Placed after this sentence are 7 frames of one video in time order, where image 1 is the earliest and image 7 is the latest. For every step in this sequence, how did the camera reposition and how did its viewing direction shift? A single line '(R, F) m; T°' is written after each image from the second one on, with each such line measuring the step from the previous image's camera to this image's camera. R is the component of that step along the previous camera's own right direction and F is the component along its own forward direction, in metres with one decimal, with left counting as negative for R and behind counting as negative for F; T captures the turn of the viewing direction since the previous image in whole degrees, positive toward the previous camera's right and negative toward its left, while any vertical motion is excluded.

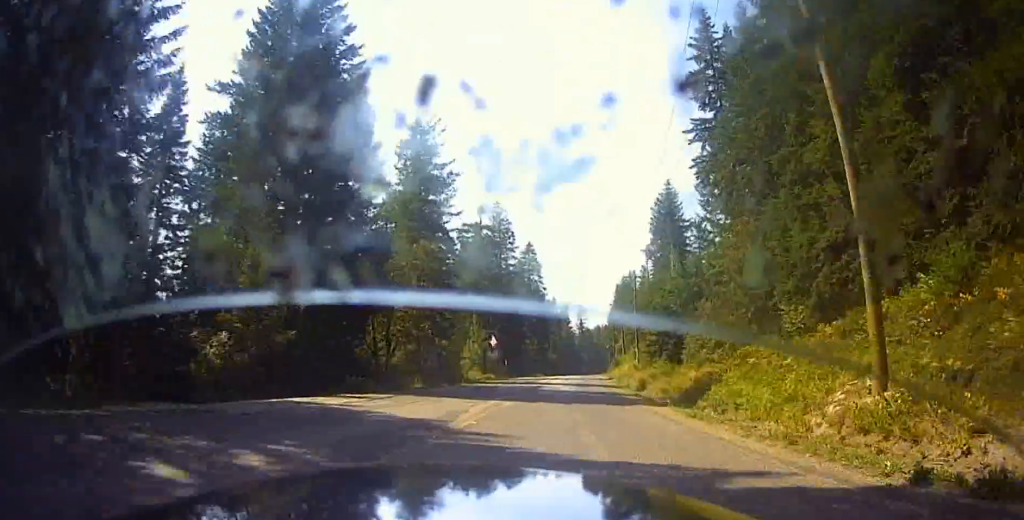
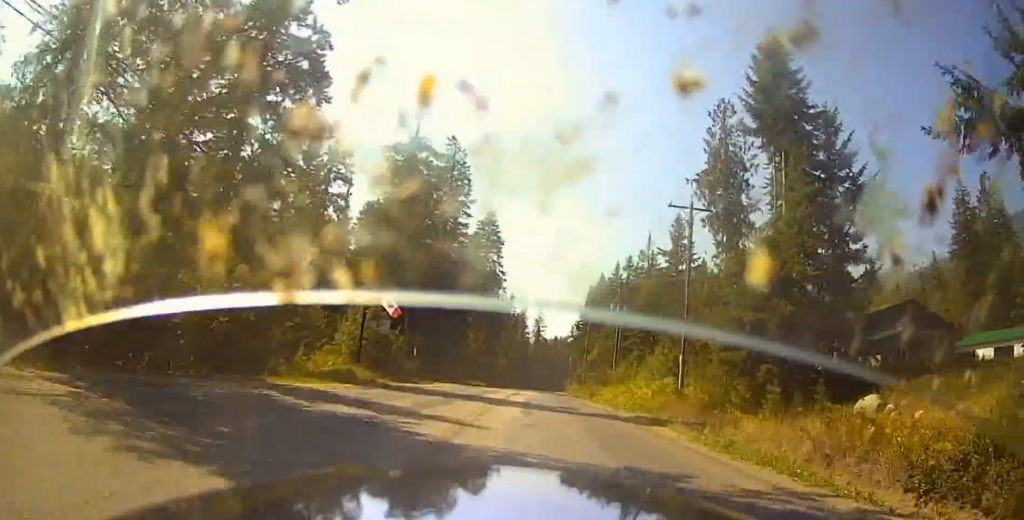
(+3.2, +40.8) m; +3°
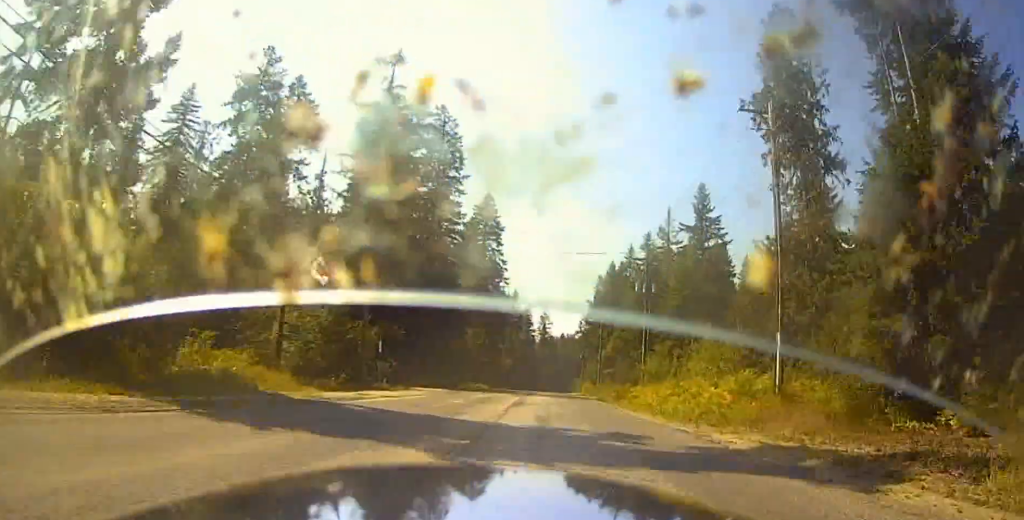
(-0.3, +13.9) m; +2°
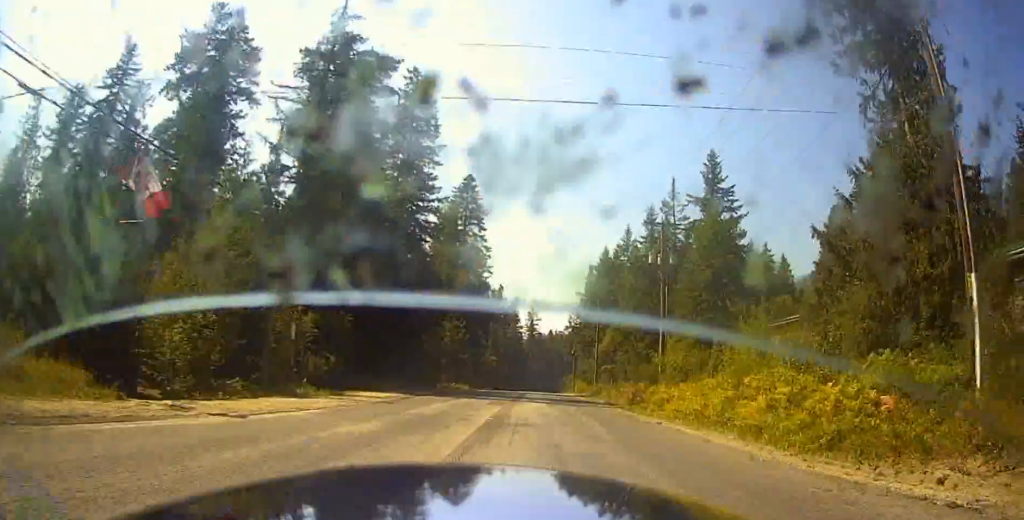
(+0.5, +11.9) m; +2°
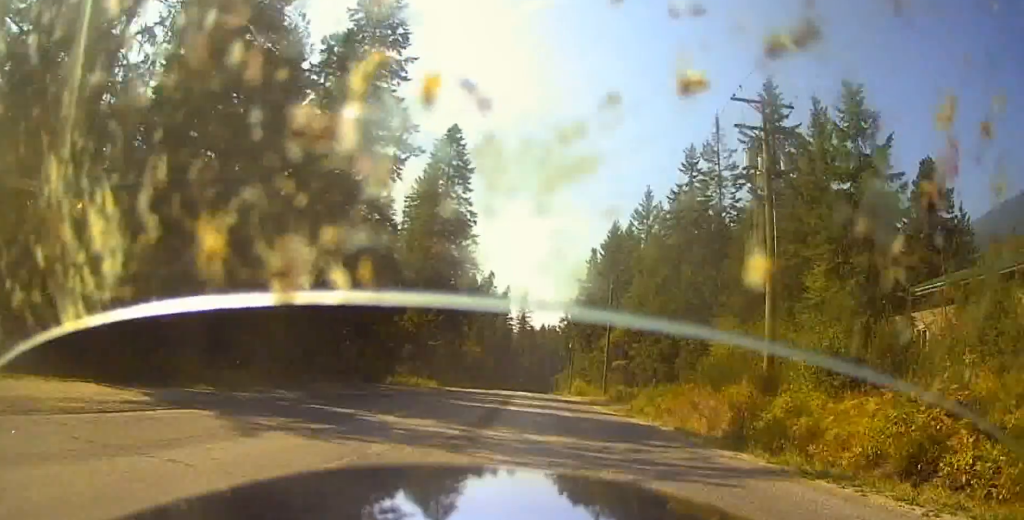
(+0.6, +20.4) m; -1°
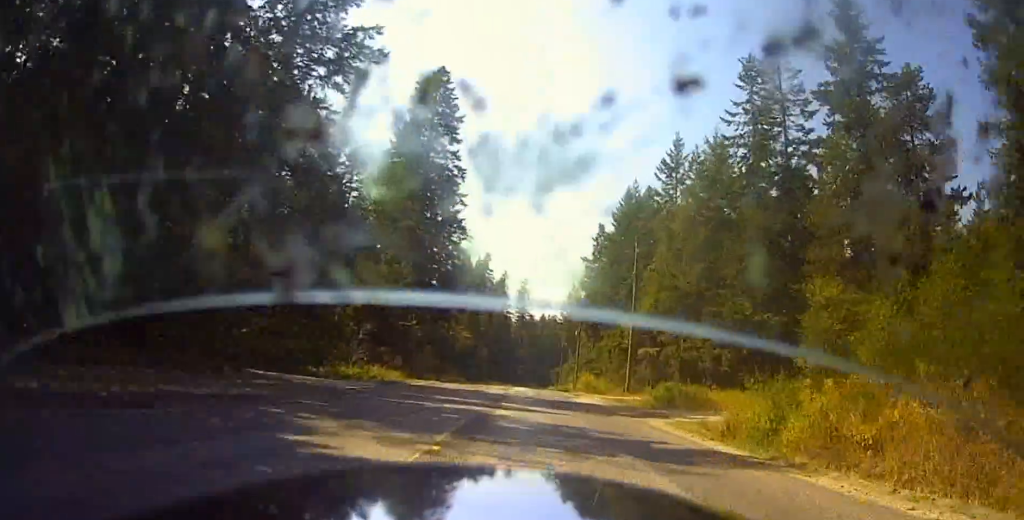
(-0.7, +15.5) m; -4°
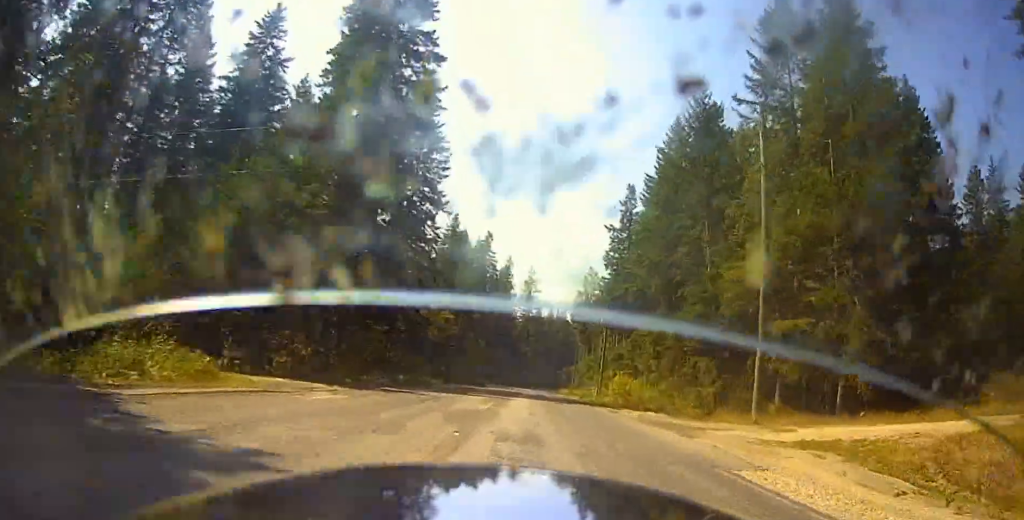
(-0.2, +27.6) m; +1°
